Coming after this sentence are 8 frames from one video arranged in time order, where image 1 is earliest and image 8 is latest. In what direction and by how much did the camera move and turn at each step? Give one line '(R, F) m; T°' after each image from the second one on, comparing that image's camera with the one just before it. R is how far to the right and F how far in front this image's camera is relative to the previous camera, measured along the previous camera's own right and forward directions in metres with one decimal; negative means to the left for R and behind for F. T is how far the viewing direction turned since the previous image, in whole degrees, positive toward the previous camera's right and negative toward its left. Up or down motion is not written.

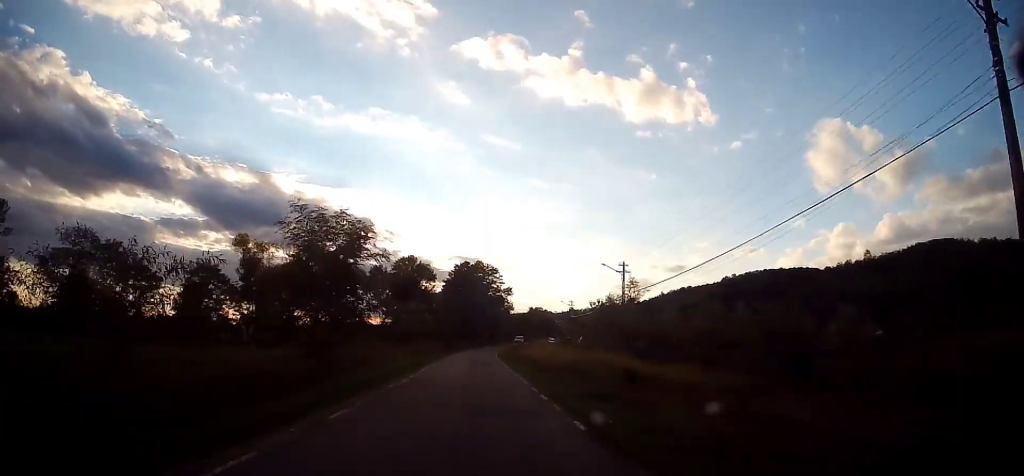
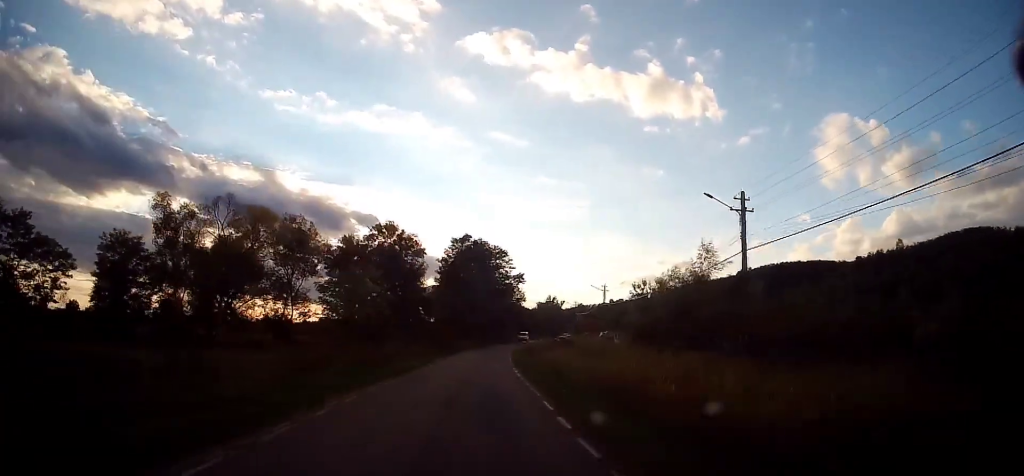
(+0.3, +19.4) m; -2°
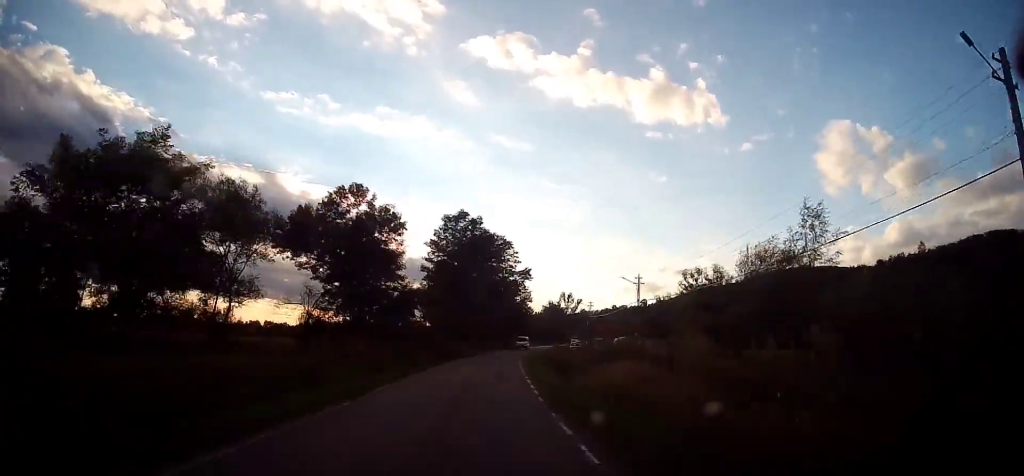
(-0.7, +14.1) m; 0°
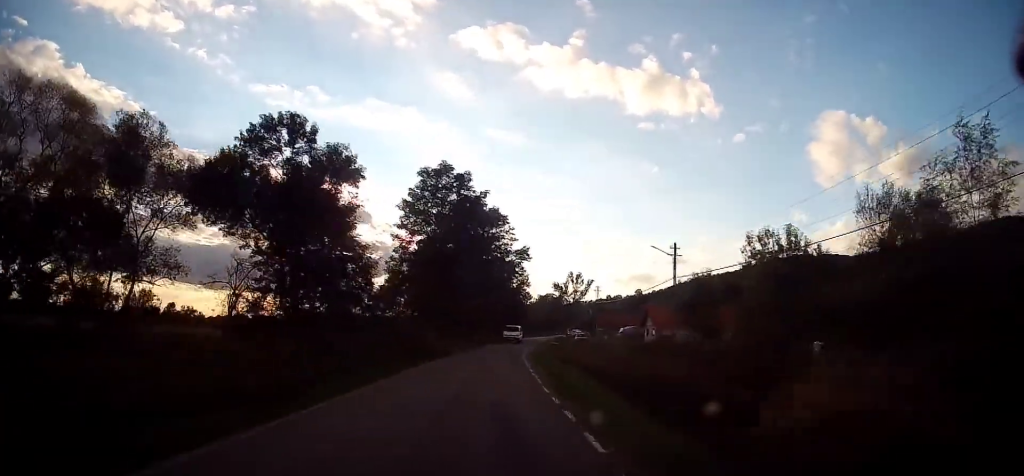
(+0.2, +11.6) m; +1°
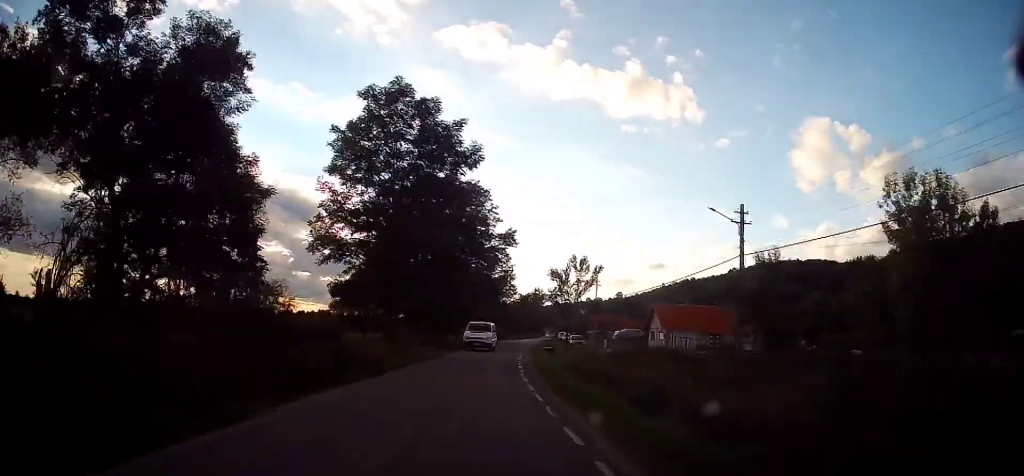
(+0.4, +13.5) m; +2°
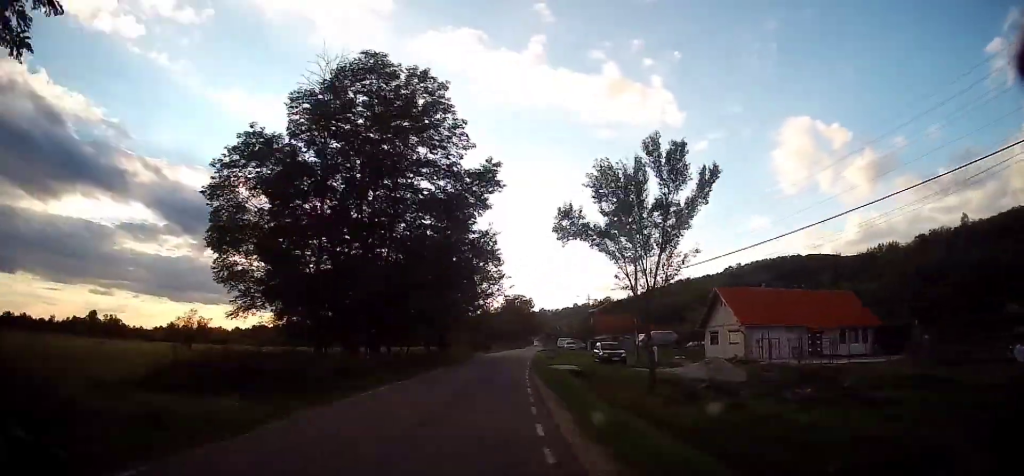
(+0.5, +27.7) m; +1°
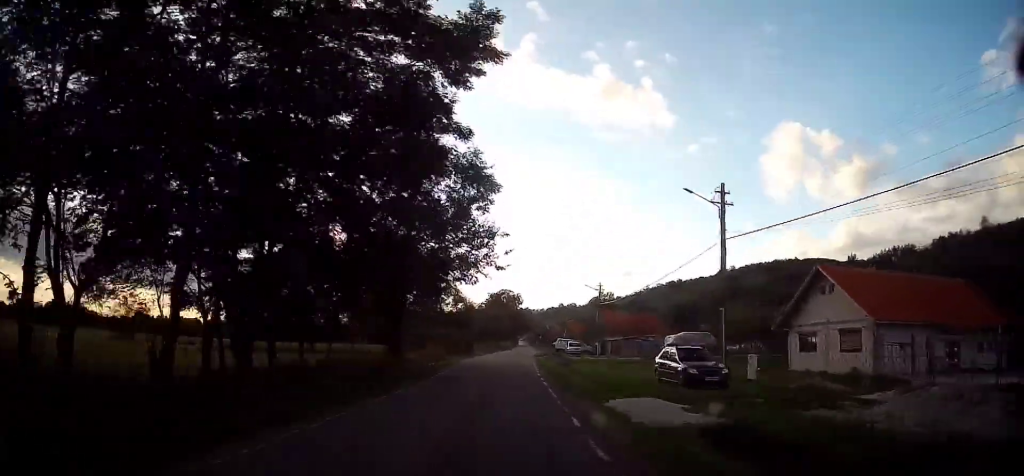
(-0.2, +16.8) m; +1°
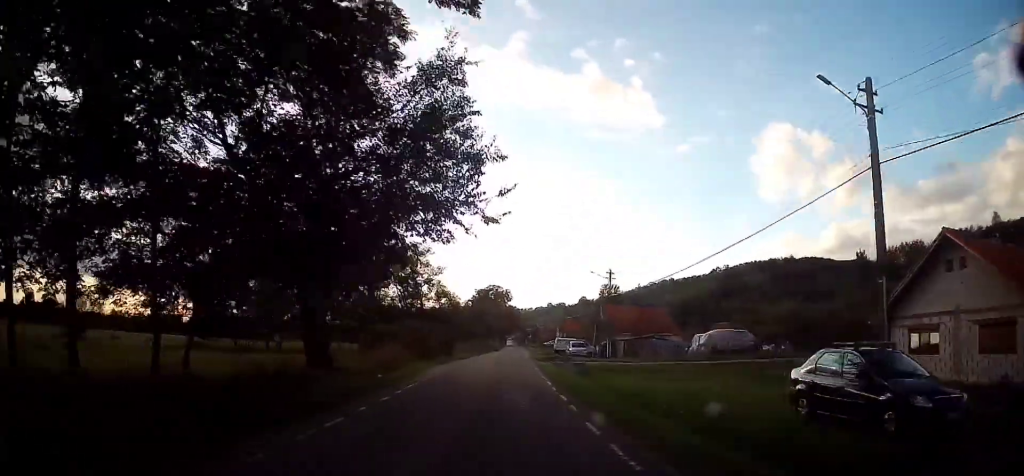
(+0.2, +10.6) m; +2°
